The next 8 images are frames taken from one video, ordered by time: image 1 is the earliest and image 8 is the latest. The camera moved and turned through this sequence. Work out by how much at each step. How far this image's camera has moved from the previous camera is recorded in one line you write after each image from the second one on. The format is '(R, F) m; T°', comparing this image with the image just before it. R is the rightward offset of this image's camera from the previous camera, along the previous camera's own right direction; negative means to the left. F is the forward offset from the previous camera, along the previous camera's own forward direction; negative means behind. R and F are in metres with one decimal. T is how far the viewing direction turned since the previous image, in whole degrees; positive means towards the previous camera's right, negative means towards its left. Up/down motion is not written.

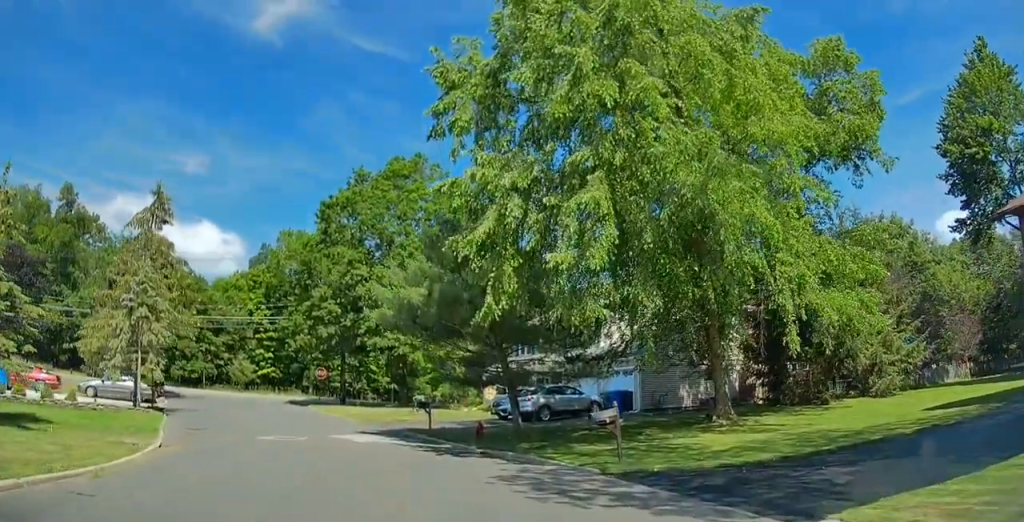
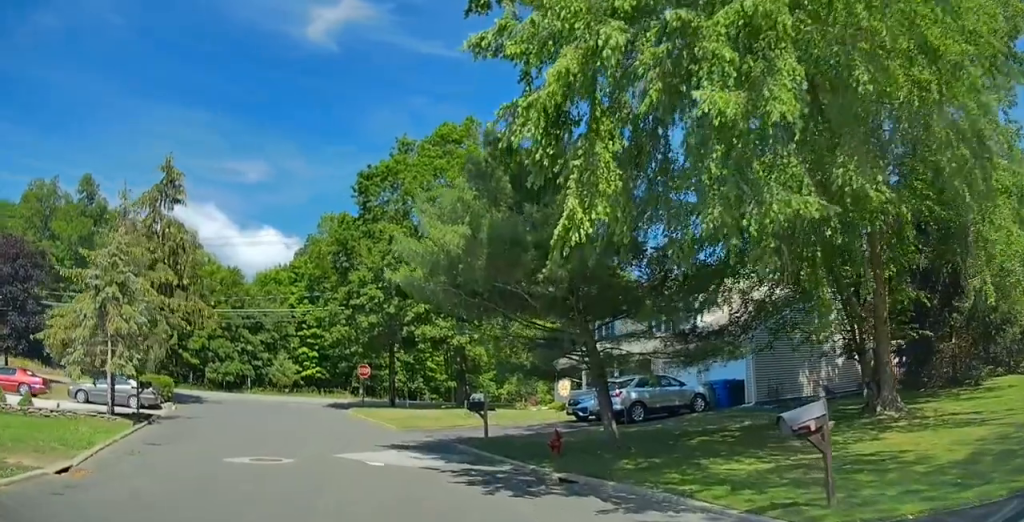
(-0.4, +8.2) m; -6°
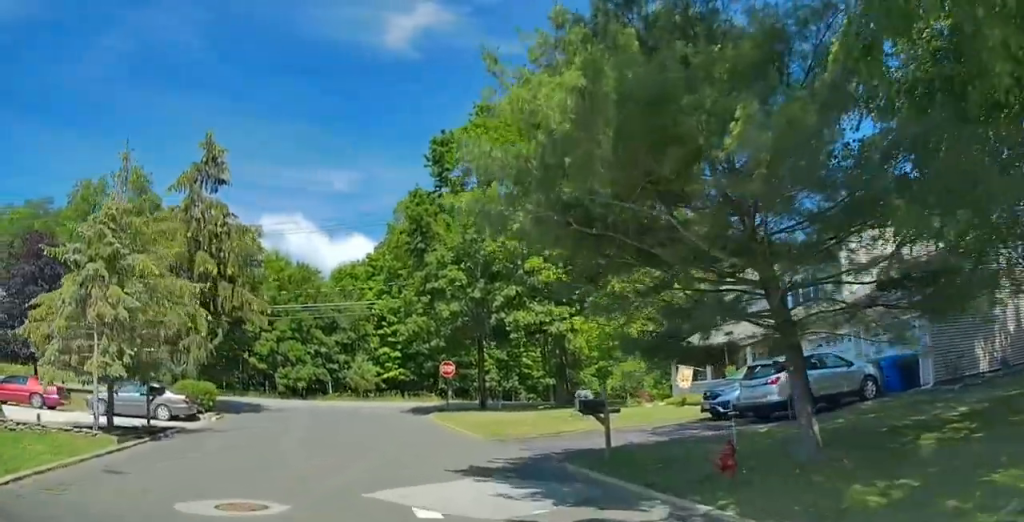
(-0.4, +6.9) m; -5°
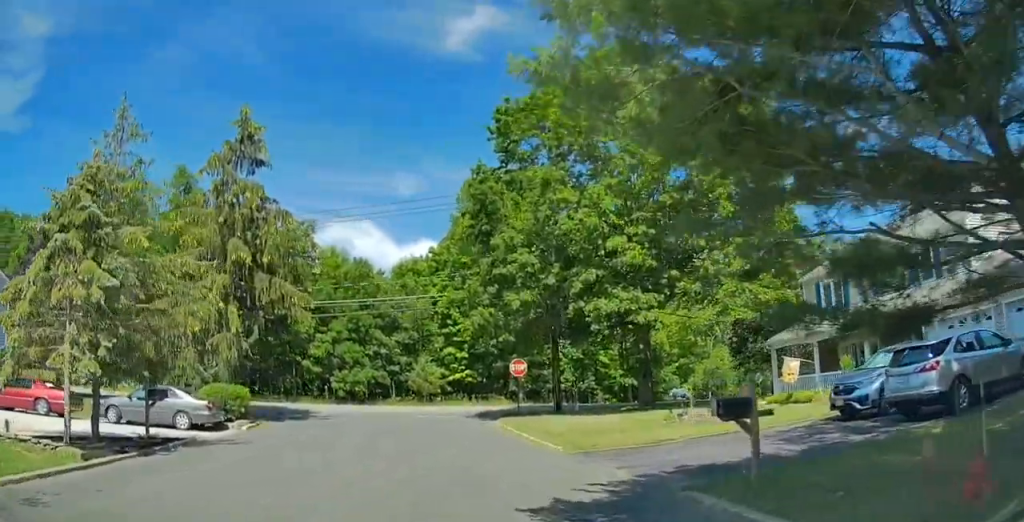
(-0.2, +4.6) m; -2°
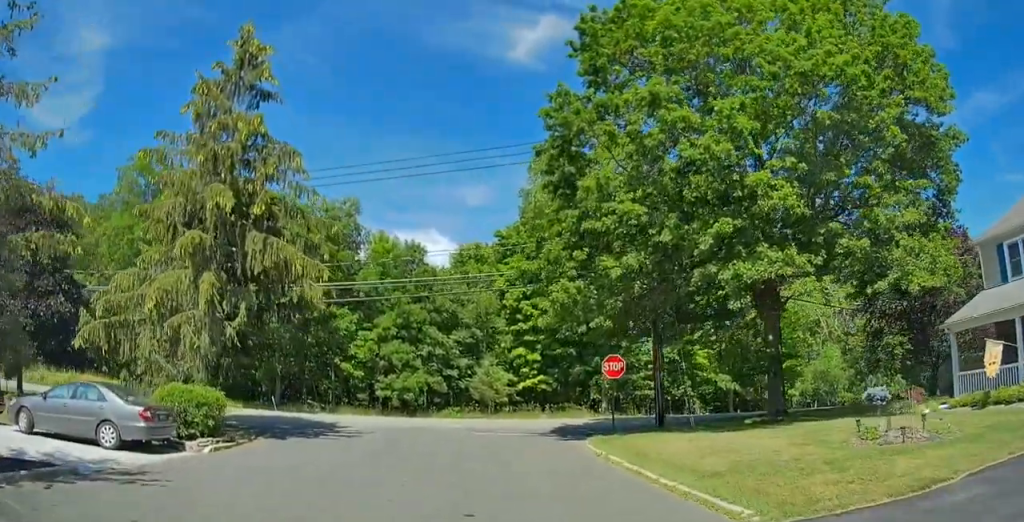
(-0.2, +9.6) m; -8°
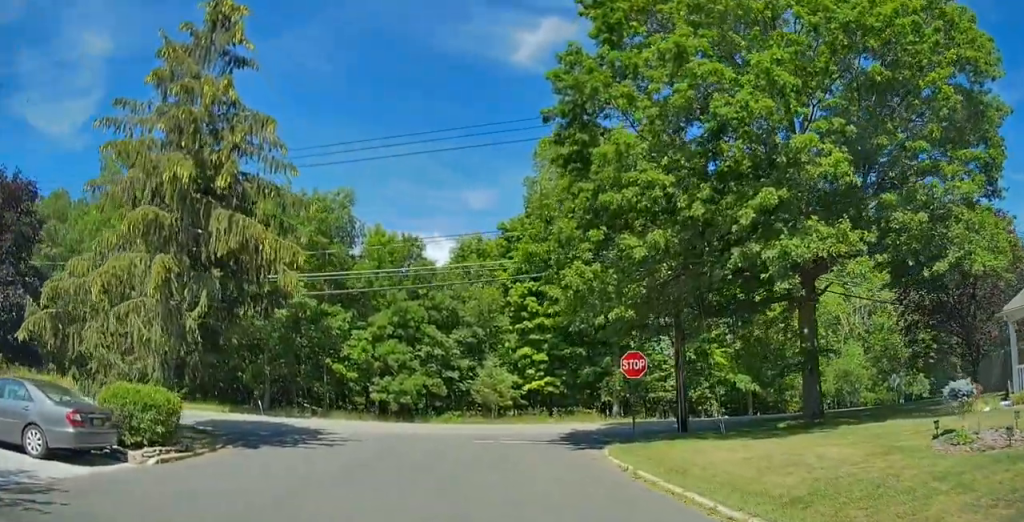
(-0.3, +3.3) m; -2°
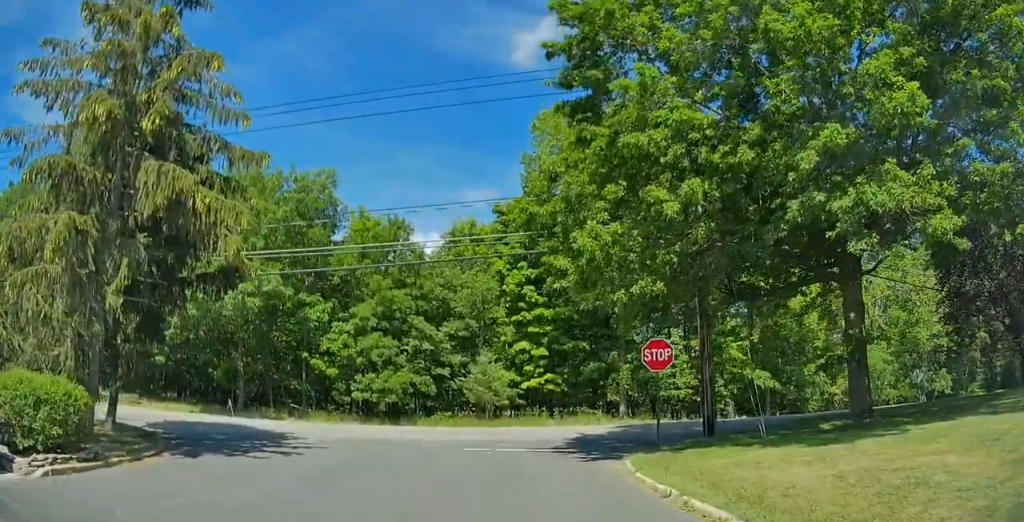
(-0.5, +4.0) m; -2°
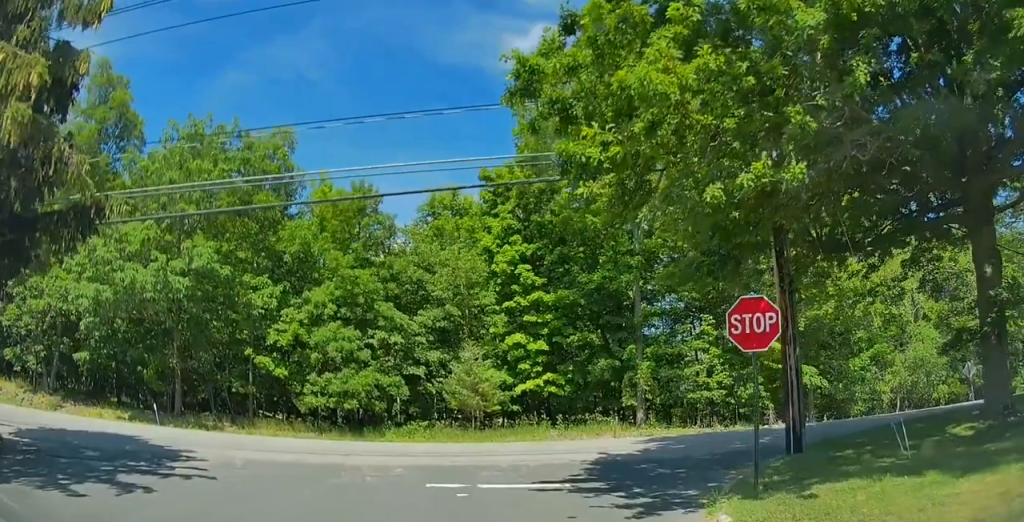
(+0.5, +7.2) m; +3°
